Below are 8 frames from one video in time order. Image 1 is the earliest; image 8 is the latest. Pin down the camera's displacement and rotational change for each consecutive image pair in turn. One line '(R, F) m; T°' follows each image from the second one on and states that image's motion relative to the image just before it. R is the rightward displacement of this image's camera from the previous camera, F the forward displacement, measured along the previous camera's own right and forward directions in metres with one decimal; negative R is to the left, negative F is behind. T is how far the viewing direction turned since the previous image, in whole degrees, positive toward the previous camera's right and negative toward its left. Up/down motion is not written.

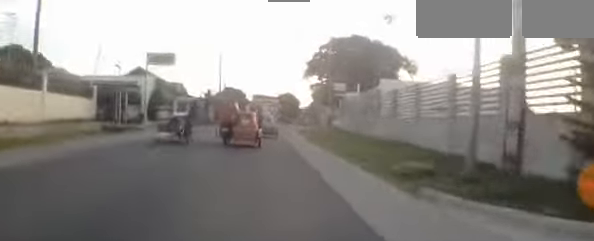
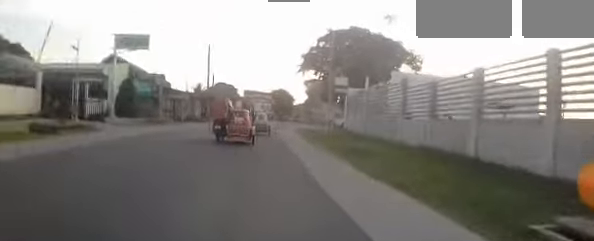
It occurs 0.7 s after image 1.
(+0.7, +5.3) m; +3°
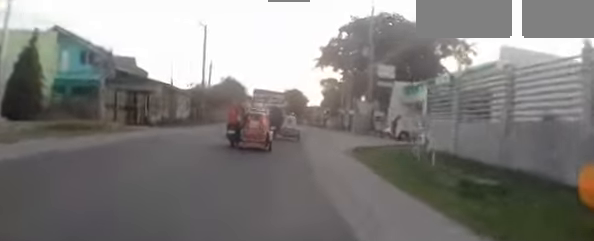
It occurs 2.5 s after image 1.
(-0.1, +13.0) m; 0°
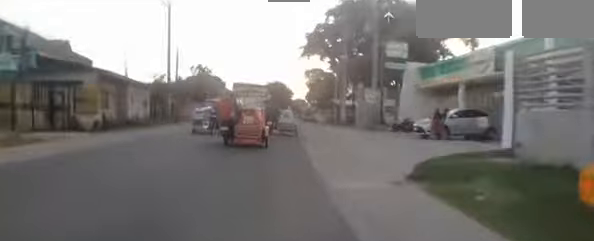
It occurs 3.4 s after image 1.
(-0.2, +6.7) m; +3°
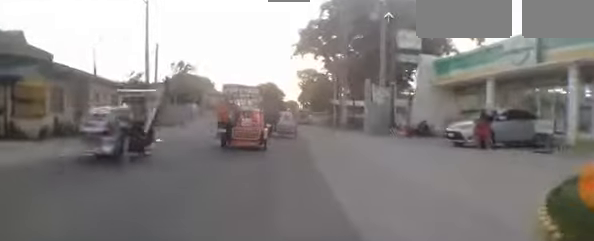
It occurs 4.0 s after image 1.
(-0.1, +3.8) m; +2°
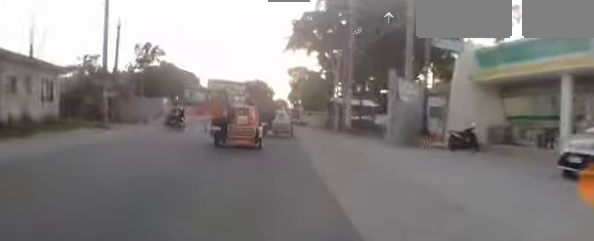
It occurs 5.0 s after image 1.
(+0.7, +5.7) m; +1°
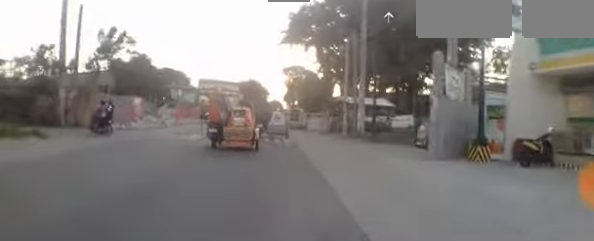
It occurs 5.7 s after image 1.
(-0.7, +4.5) m; 0°
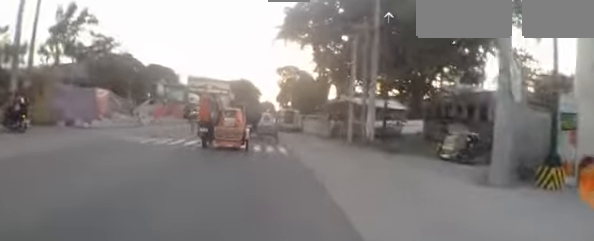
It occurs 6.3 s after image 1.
(+0.4, +3.2) m; 0°
